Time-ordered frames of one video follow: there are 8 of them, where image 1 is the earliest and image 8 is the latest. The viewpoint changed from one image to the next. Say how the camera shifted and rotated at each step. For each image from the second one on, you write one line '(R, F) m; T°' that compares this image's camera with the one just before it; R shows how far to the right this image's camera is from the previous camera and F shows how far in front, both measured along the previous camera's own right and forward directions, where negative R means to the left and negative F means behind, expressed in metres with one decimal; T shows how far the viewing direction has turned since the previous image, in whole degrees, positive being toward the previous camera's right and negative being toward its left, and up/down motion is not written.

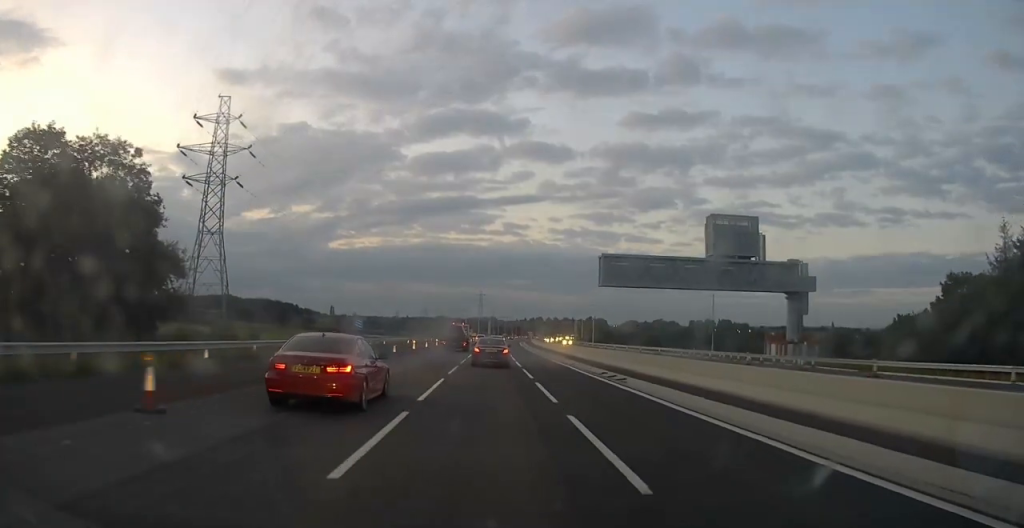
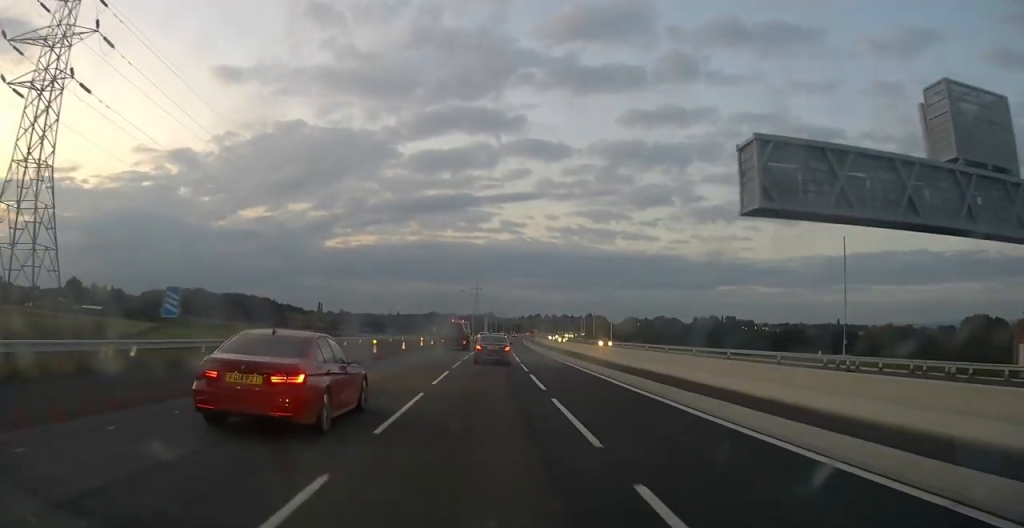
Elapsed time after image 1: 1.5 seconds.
(-0.1, +33.8) m; 0°
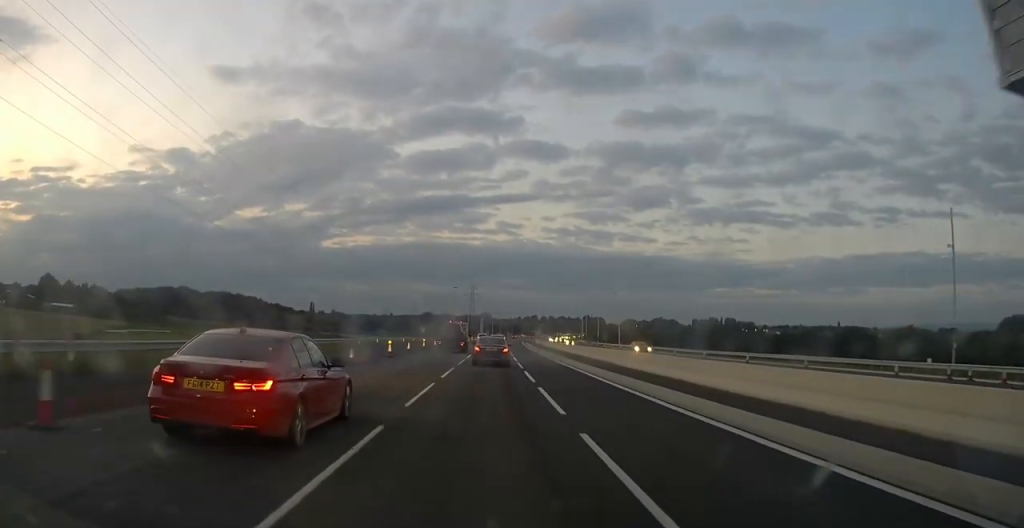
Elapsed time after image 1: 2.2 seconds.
(+0.1, +14.7) m; 0°
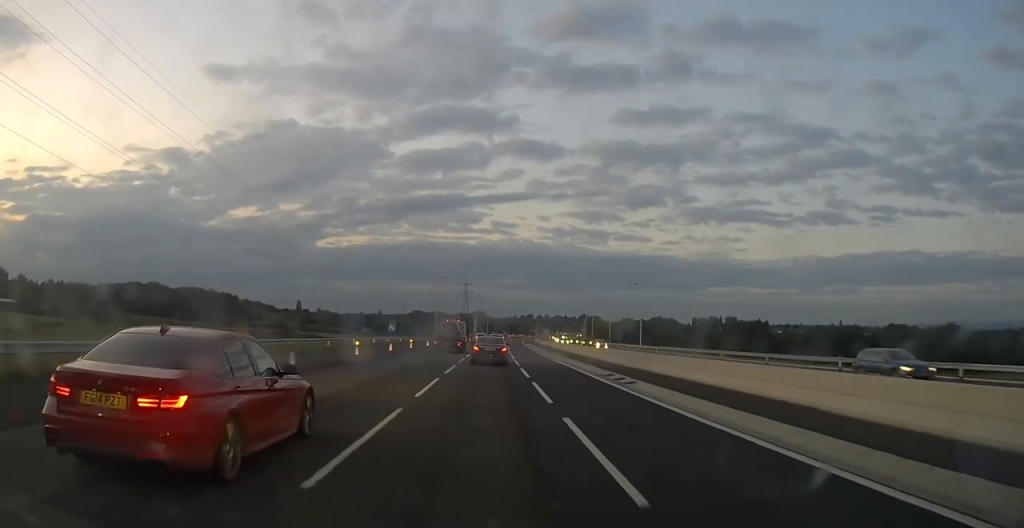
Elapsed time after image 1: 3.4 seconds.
(+0.1, +25.9) m; 0°
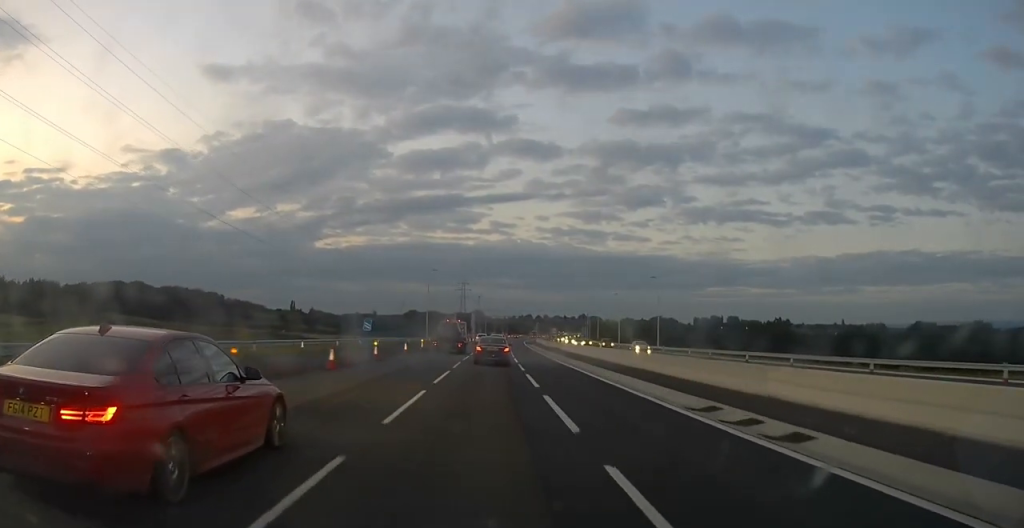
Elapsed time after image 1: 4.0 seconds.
(0.0, +14.0) m; 0°
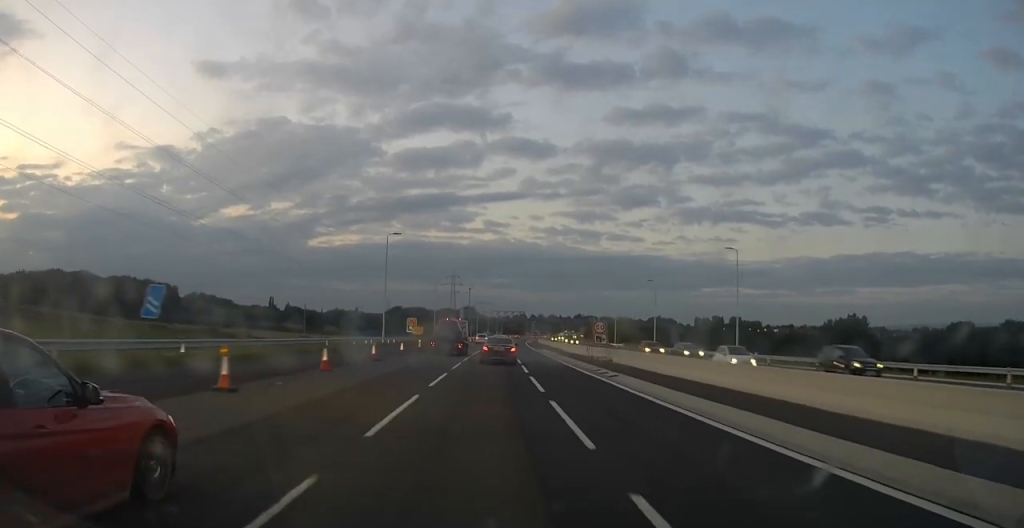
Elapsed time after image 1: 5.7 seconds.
(+0.2, +38.3) m; +1°
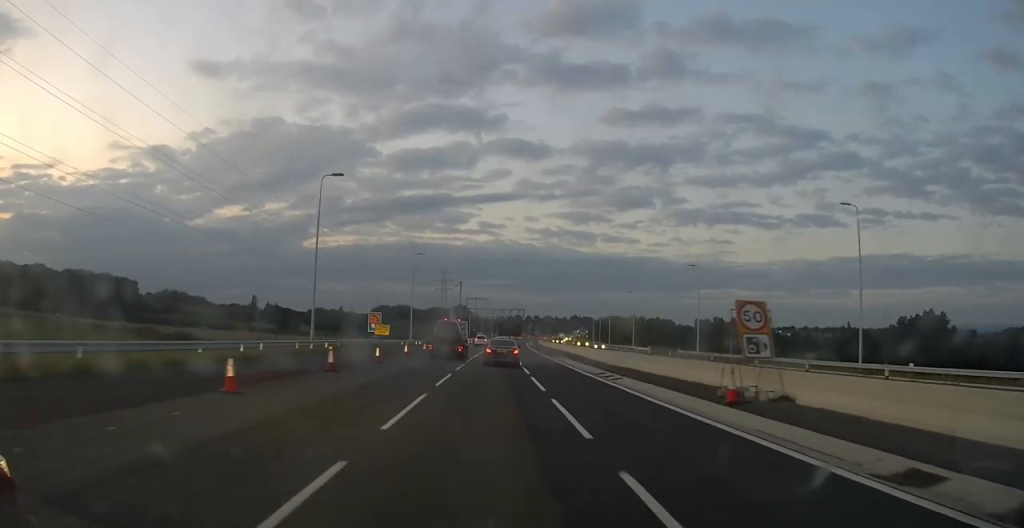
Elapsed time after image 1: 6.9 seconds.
(+0.1, +26.6) m; +1°
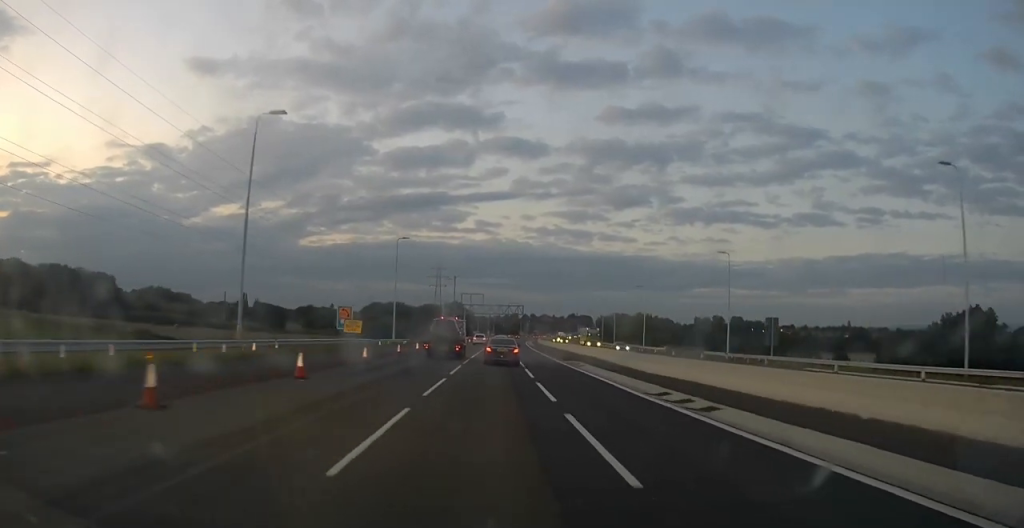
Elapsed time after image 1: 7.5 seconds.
(+0.1, +12.6) m; 0°
